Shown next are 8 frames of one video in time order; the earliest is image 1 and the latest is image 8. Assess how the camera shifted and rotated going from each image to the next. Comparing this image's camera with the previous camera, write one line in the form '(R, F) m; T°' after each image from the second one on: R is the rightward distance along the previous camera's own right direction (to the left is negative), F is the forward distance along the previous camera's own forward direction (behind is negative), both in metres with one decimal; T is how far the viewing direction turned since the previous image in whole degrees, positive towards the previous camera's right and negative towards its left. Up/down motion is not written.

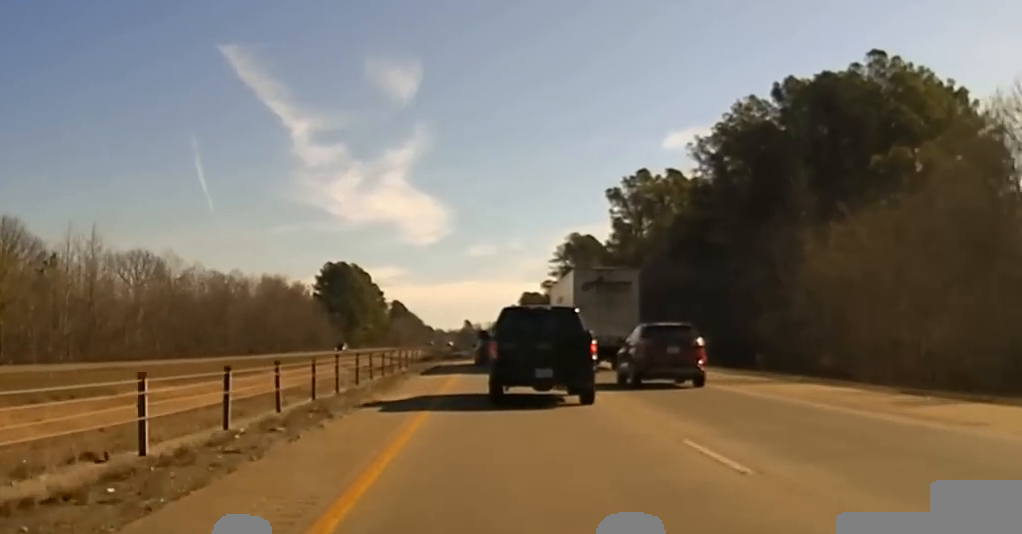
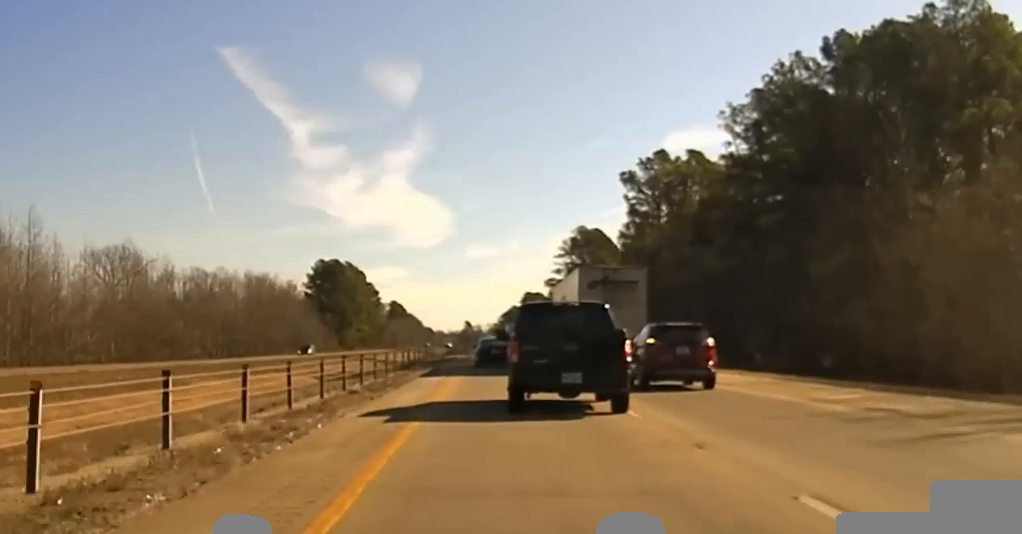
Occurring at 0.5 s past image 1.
(-0.1, +20.3) m; 0°
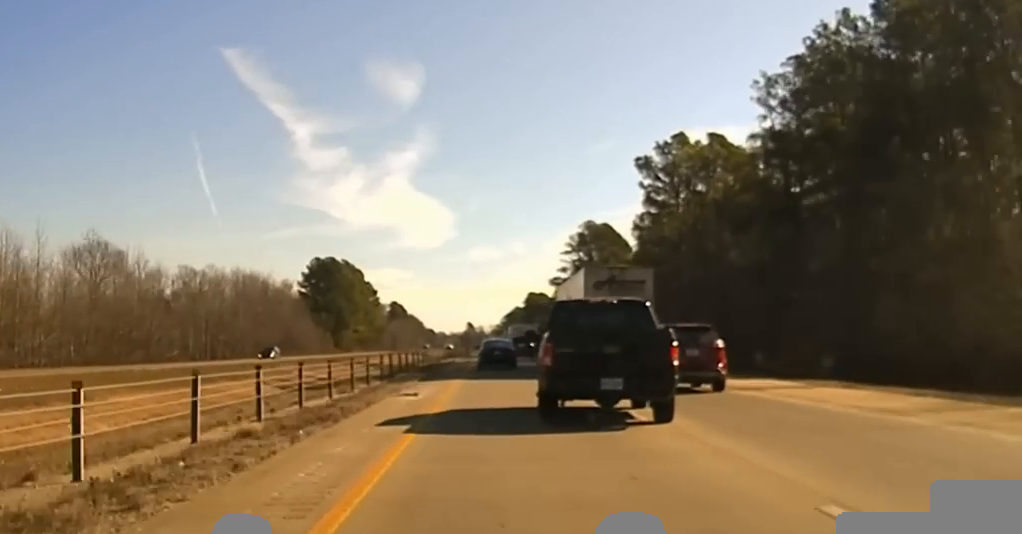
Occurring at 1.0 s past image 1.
(-0.1, +16.6) m; 0°
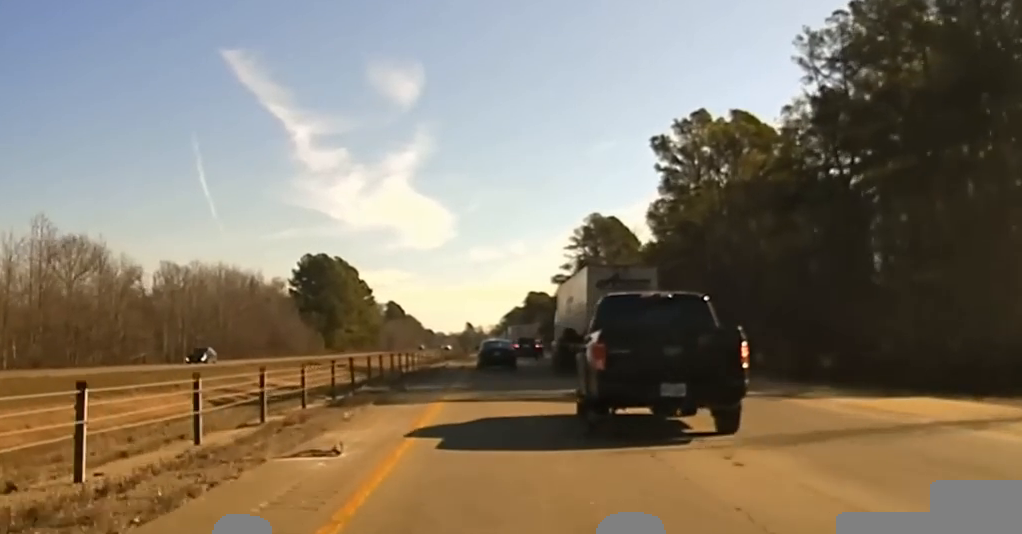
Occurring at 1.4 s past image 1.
(+0.1, +15.8) m; 0°
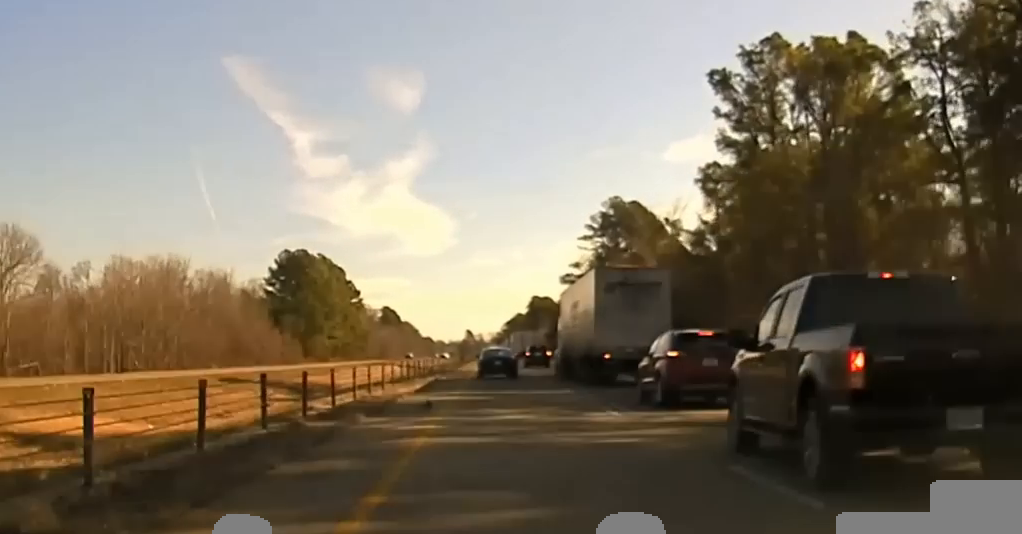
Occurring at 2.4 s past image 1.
(+0.1, +36.8) m; 0°
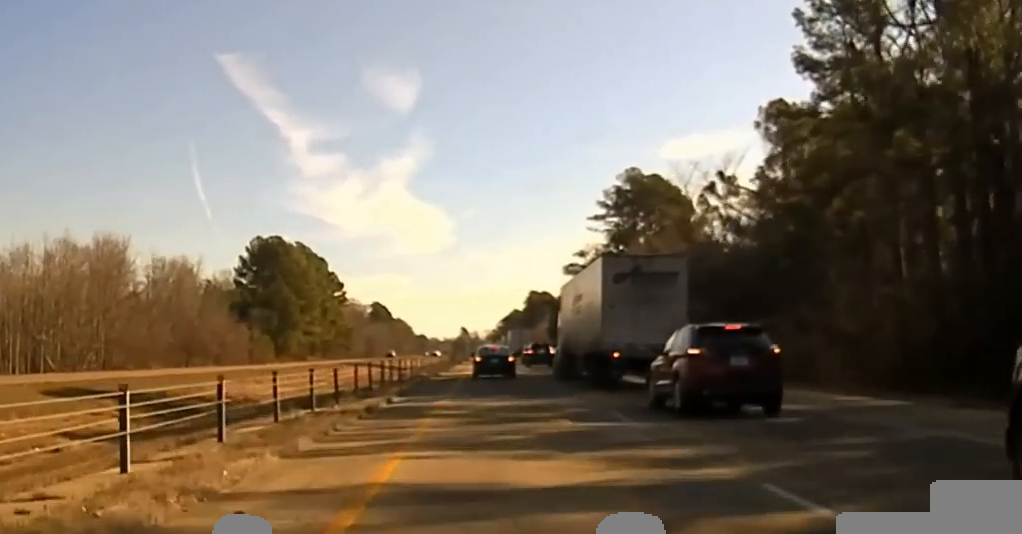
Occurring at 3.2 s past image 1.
(0.0, +29.3) m; 0°
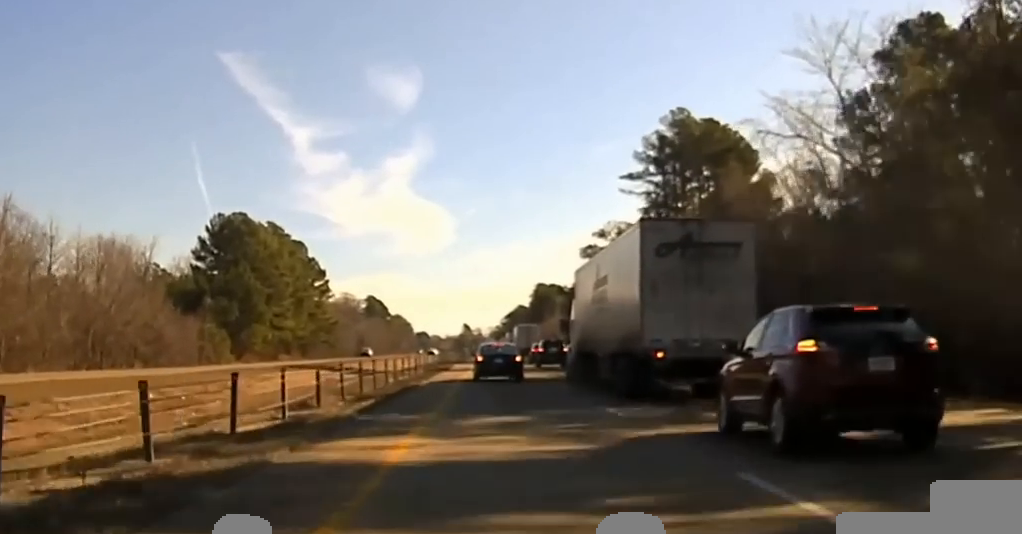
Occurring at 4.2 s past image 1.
(0.0, +30.8) m; 0°
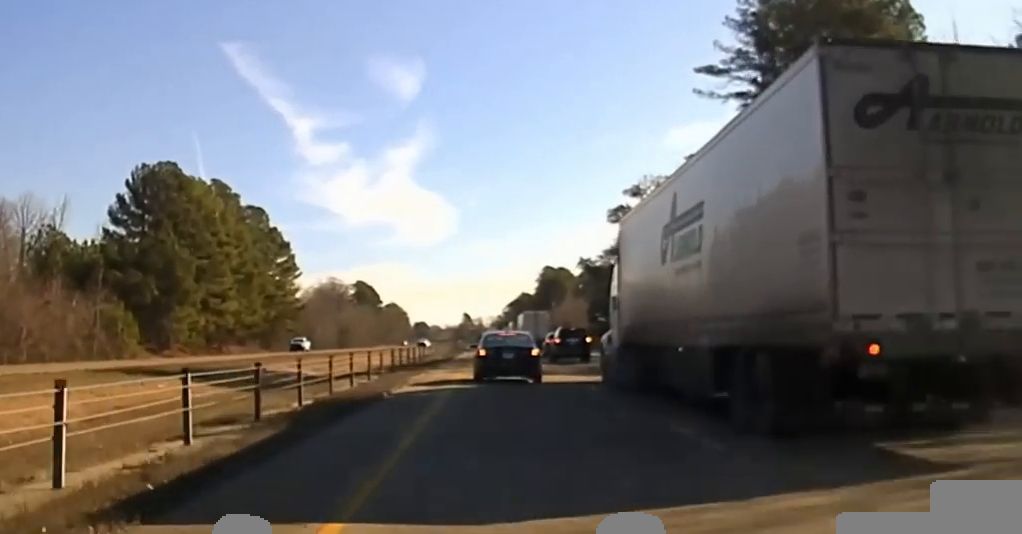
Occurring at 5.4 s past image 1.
(-0.3, +34.1) m; 0°
